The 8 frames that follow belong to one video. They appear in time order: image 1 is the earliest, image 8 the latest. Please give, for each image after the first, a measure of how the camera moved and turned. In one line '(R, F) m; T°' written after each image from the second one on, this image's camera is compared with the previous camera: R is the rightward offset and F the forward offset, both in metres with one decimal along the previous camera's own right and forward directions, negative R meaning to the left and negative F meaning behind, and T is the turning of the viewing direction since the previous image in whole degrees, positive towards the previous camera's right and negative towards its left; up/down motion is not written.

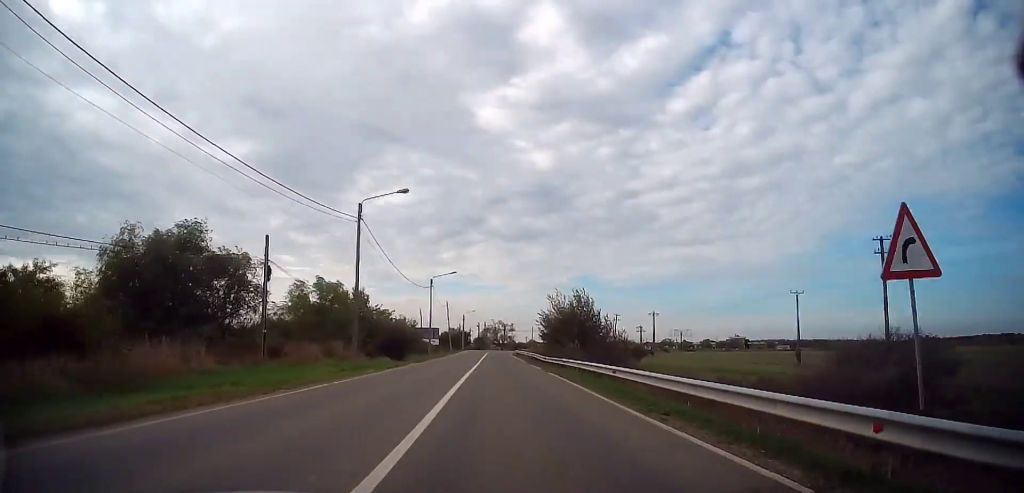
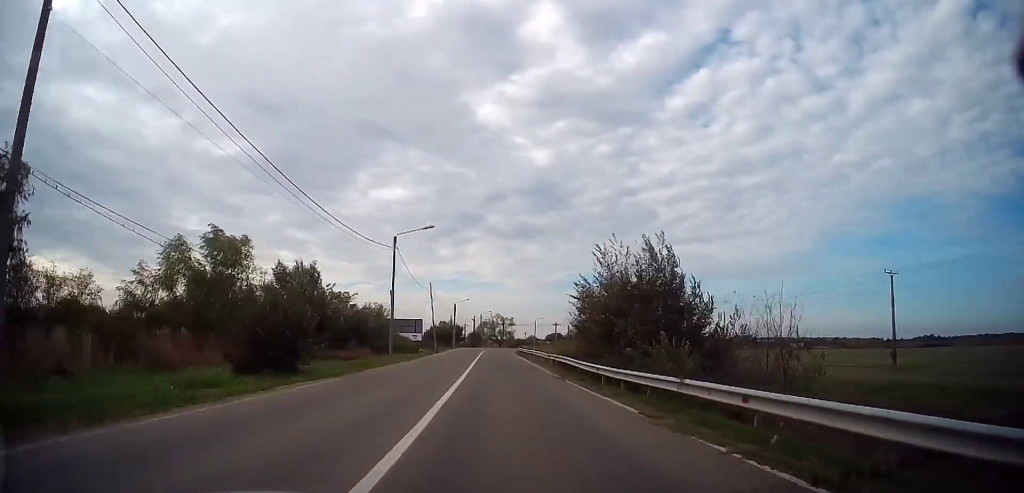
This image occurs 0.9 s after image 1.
(0.0, +20.6) m; 0°
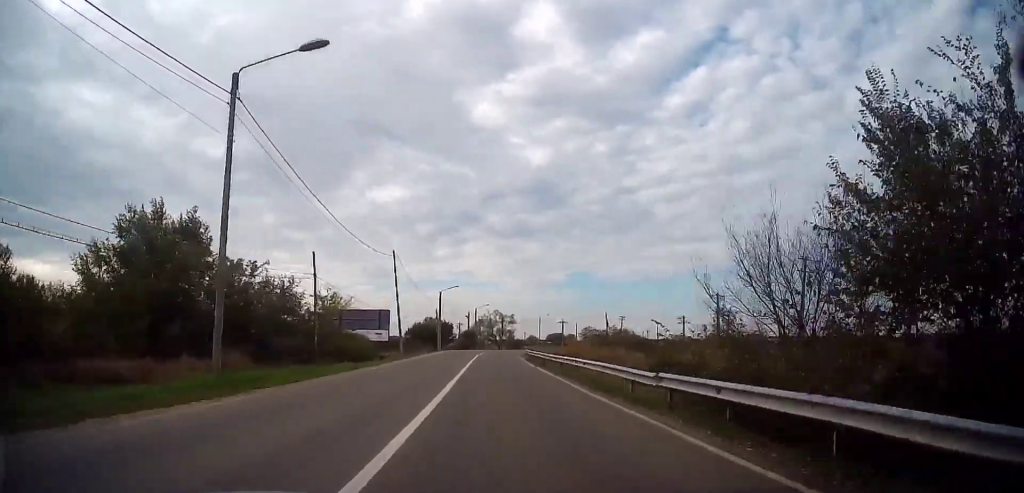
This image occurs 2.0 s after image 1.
(0.0, +23.1) m; 0°
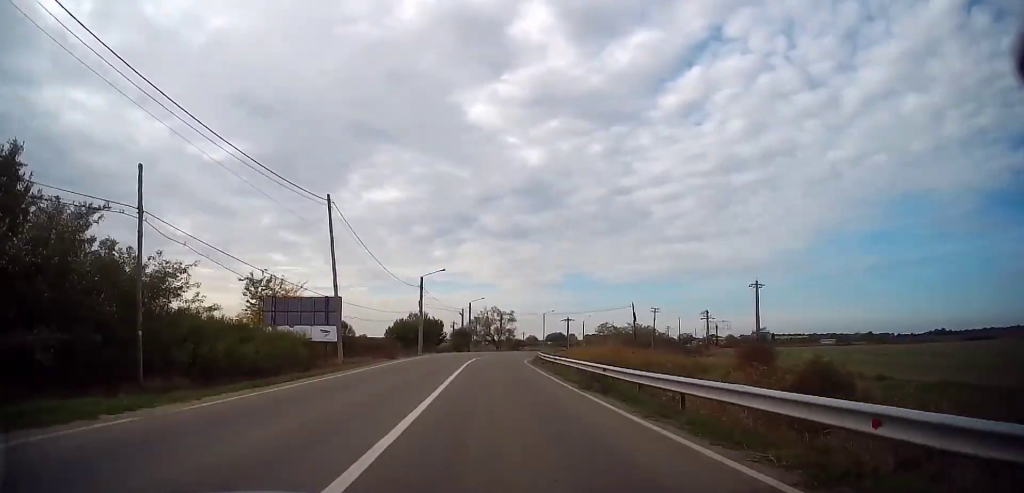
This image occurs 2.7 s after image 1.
(0.0, +16.4) m; 0°
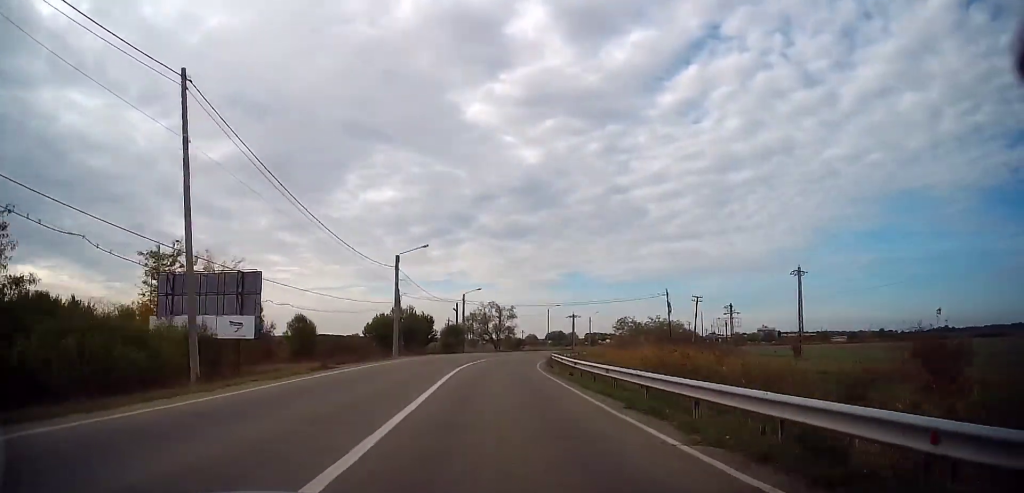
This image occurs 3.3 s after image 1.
(-0.1, +13.1) m; +1°
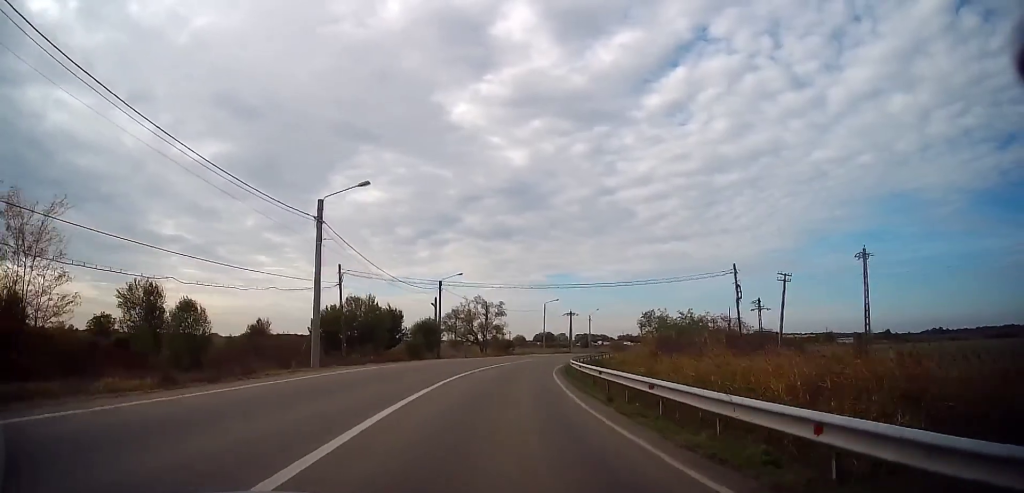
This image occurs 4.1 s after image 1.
(+0.4, +16.6) m; +2°
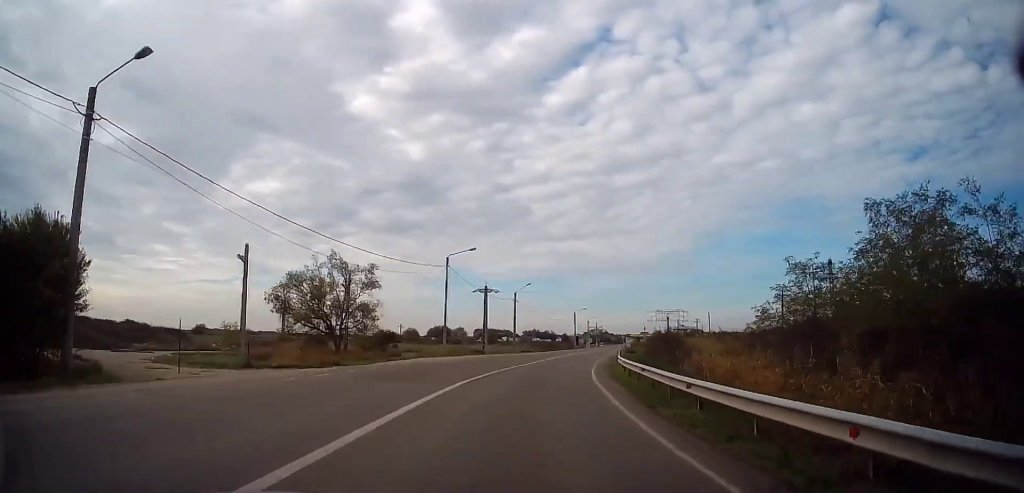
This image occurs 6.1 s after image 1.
(+3.0, +42.1) m; +10°
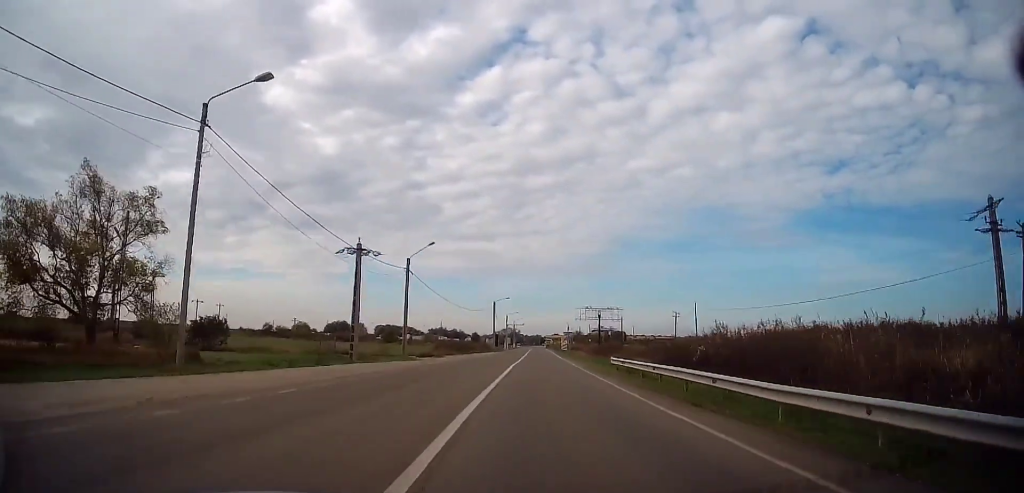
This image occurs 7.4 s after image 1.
(+1.9, +29.1) m; +10°
